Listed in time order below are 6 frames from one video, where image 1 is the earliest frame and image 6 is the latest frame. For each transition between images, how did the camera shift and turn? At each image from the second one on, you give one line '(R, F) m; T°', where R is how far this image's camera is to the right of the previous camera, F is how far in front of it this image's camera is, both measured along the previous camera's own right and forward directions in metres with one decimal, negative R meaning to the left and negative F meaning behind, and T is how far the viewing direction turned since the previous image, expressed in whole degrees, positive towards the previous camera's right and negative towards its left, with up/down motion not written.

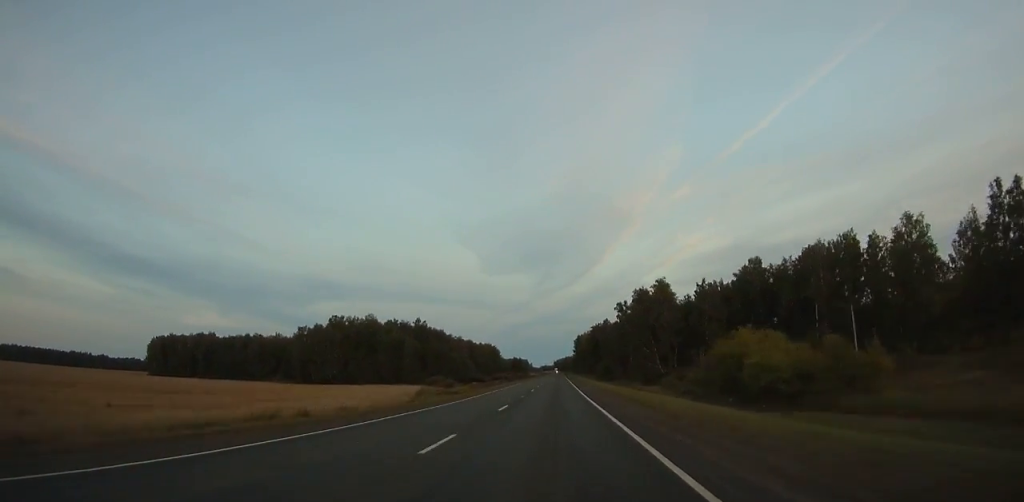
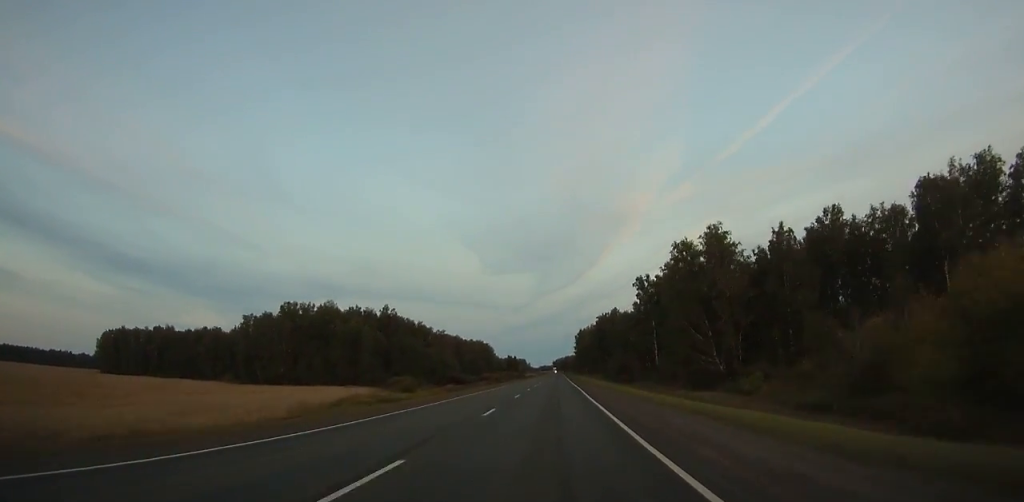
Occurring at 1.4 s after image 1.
(-0.5, +39.8) m; 0°
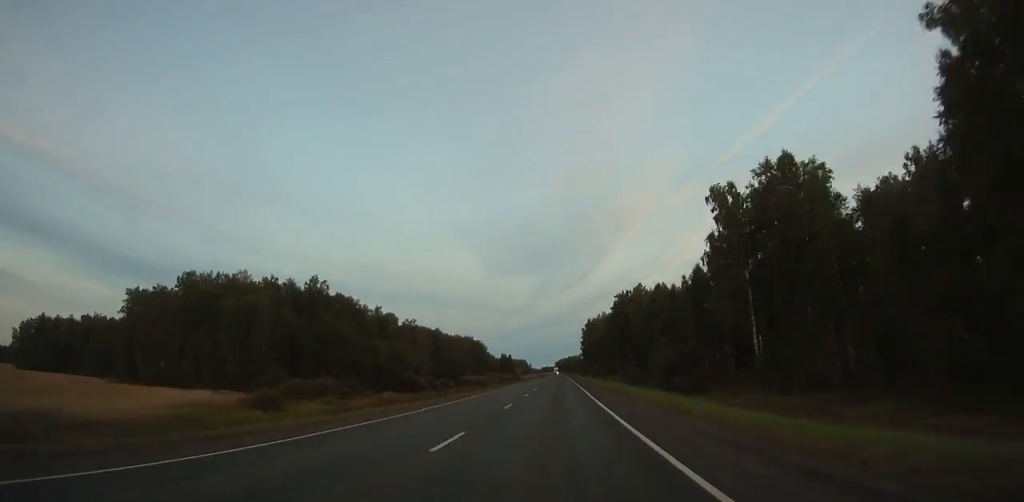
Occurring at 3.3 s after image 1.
(-0.4, +54.1) m; 0°
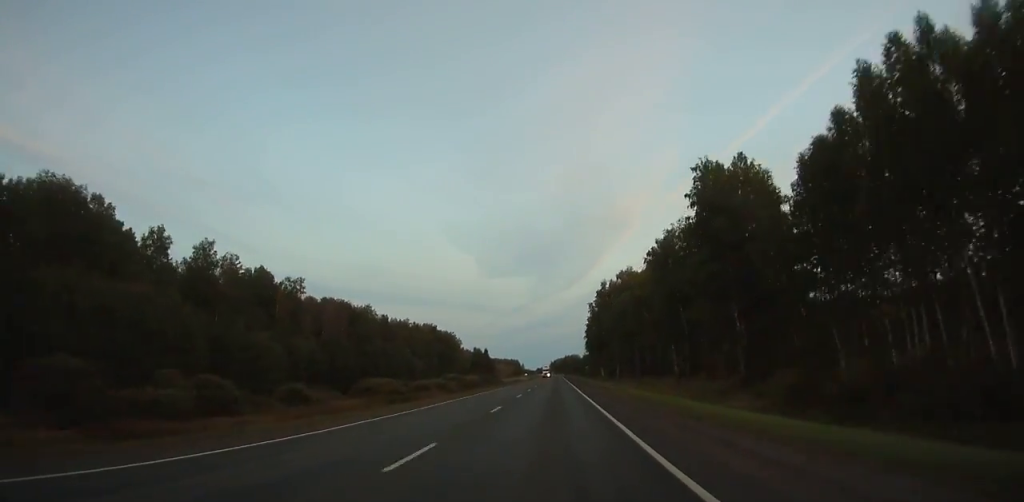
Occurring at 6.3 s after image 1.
(+0.4, +85.8) m; +1°
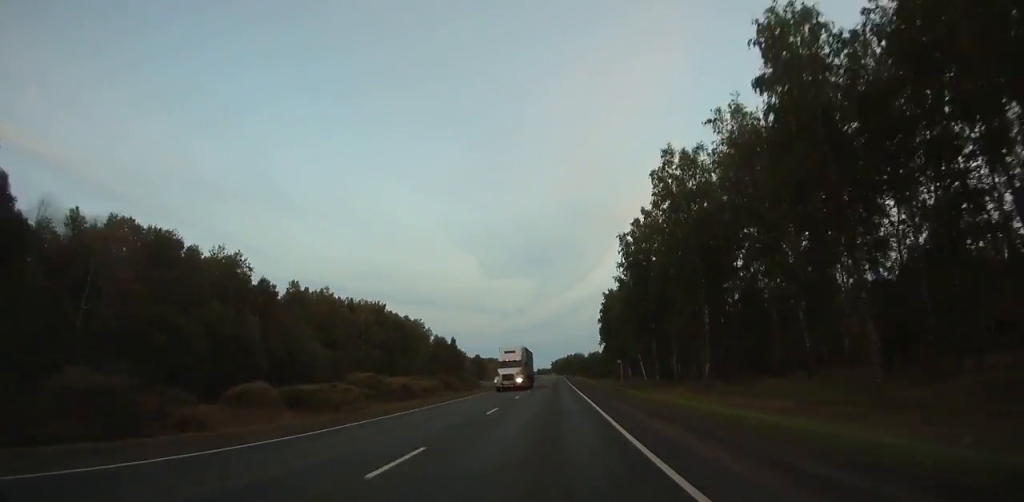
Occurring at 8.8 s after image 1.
(+0.5, +71.5) m; 0°
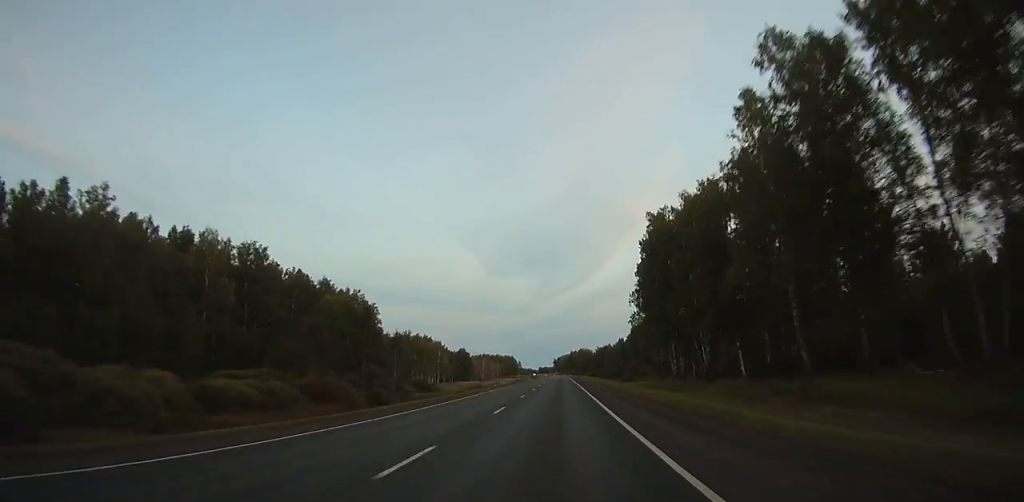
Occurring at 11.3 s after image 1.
(-0.4, +71.4) m; 0°
